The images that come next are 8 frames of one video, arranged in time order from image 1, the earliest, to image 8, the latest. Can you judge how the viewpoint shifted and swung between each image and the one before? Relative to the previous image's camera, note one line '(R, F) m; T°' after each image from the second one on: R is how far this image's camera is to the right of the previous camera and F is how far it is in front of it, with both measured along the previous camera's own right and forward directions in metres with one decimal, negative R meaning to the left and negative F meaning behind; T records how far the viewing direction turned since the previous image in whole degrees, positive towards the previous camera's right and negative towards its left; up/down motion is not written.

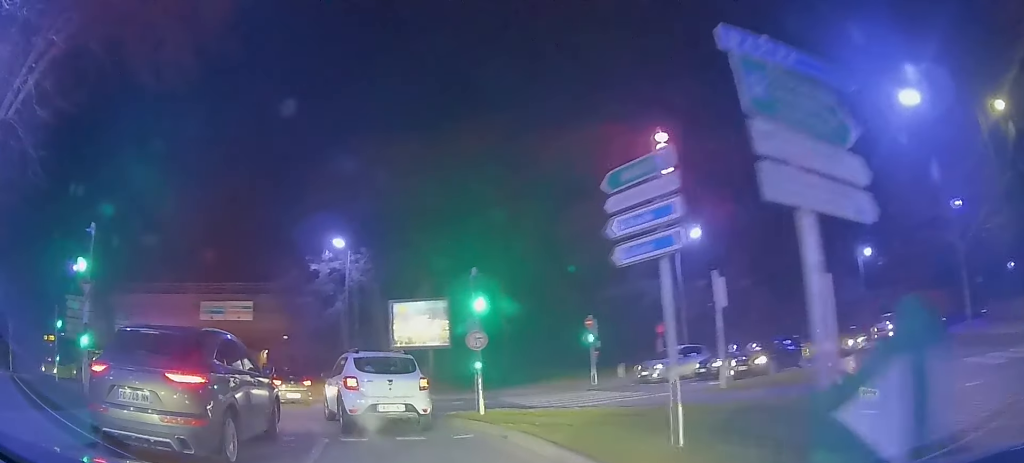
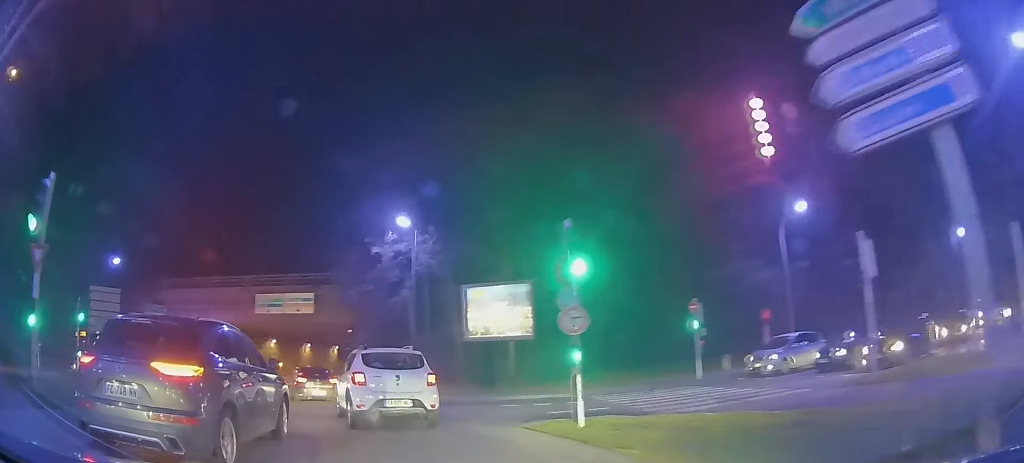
(-0.2, +3.3) m; -8°
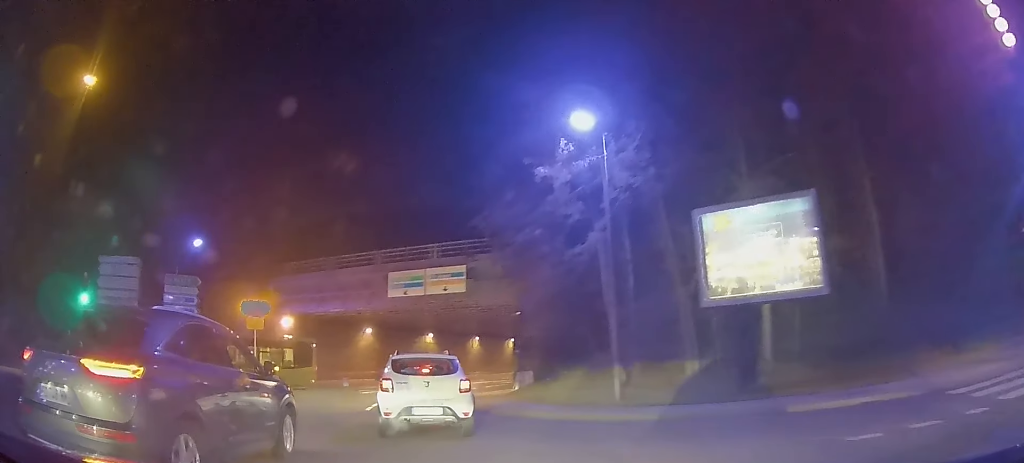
(-1.7, +8.8) m; -22°
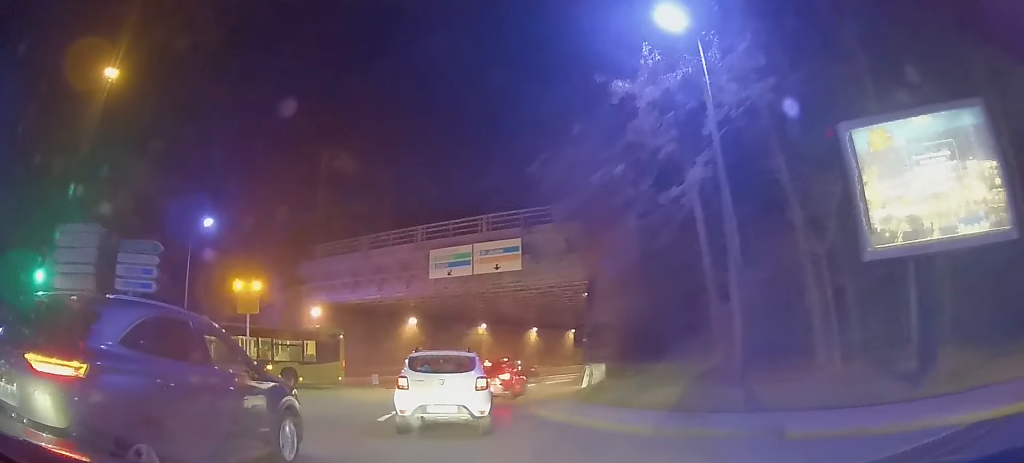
(-0.4, +3.9) m; -8°
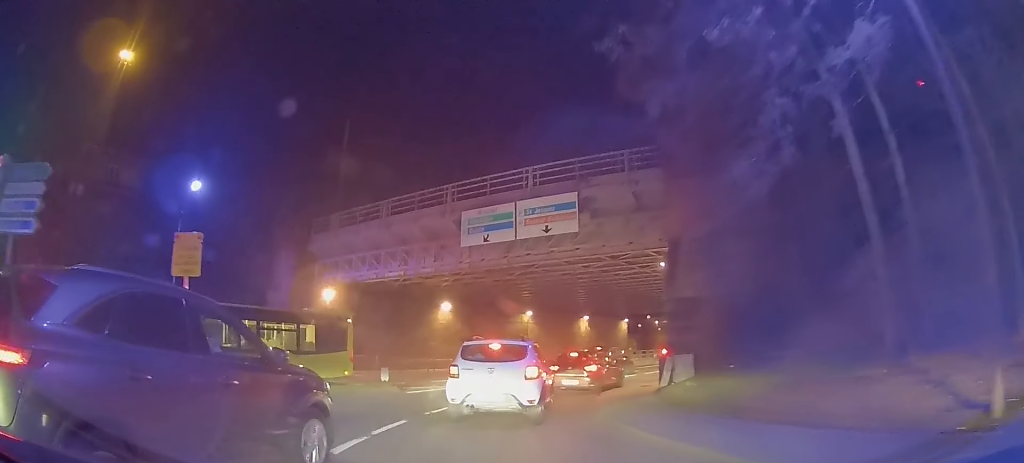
(-0.4, +4.4) m; -7°
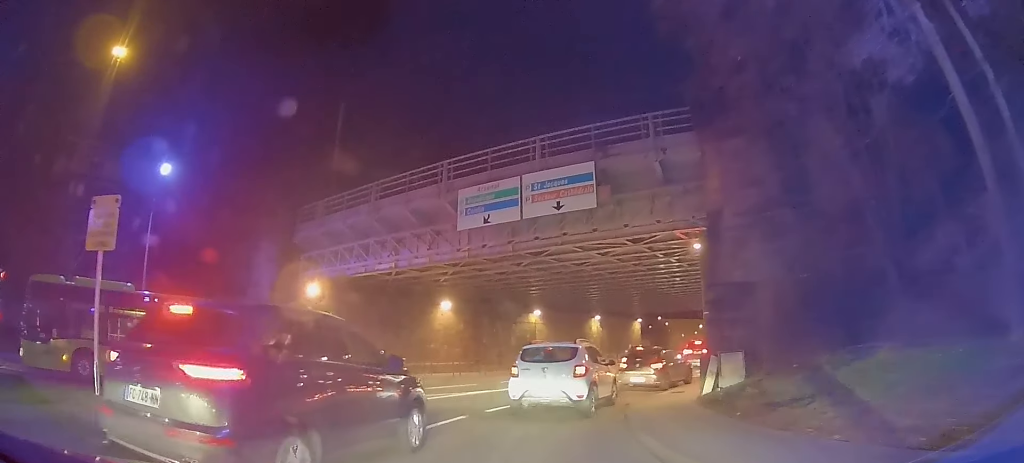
(-0.2, +3.4) m; -2°
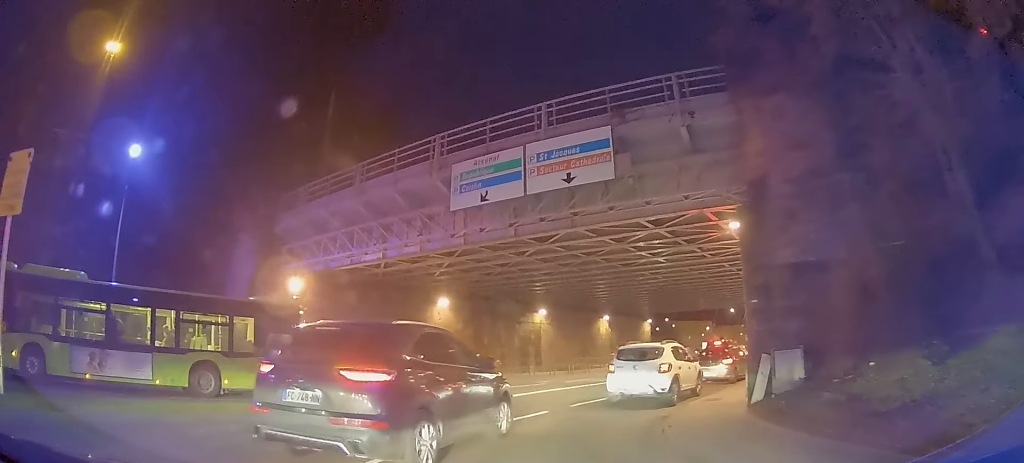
(+0.1, +5.2) m; 0°
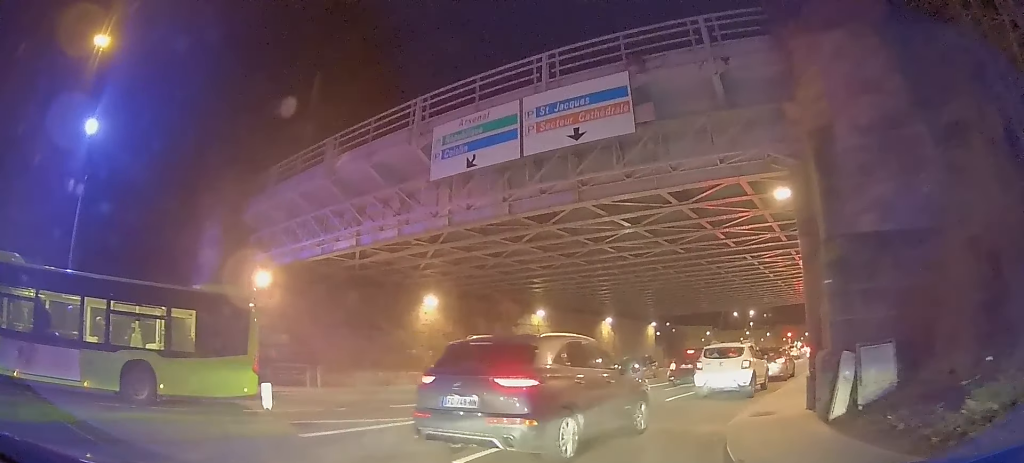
(-0.2, +7.1) m; -1°
